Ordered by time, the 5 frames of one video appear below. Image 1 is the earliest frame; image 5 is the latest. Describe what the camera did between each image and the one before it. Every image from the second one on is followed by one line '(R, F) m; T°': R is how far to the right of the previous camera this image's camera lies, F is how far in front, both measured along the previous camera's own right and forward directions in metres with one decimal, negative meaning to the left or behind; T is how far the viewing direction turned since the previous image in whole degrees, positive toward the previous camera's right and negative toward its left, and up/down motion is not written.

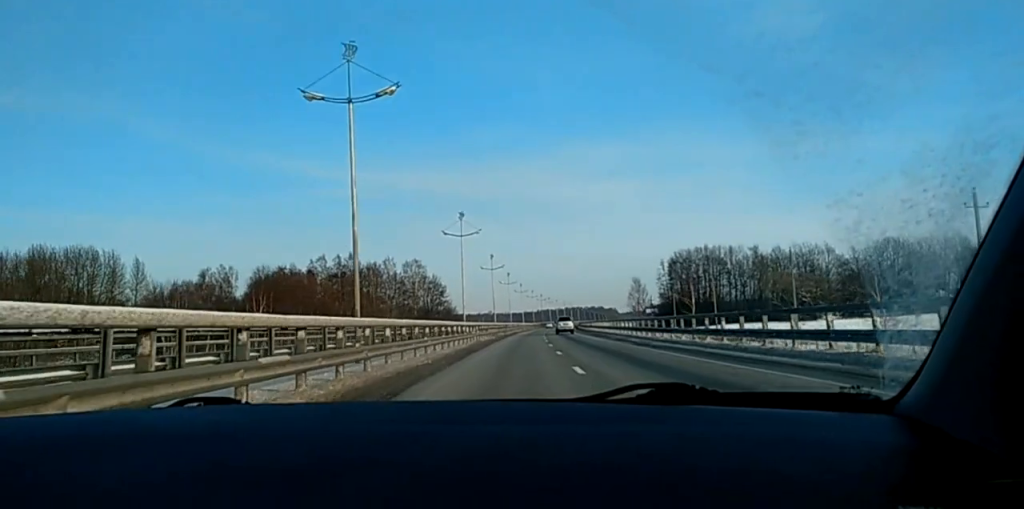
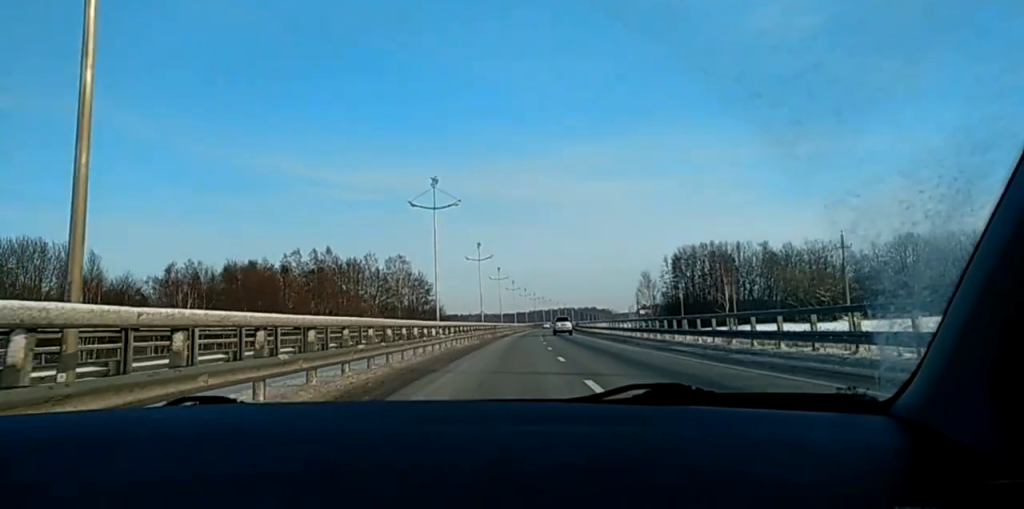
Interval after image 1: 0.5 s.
(0.0, +16.2) m; +1°
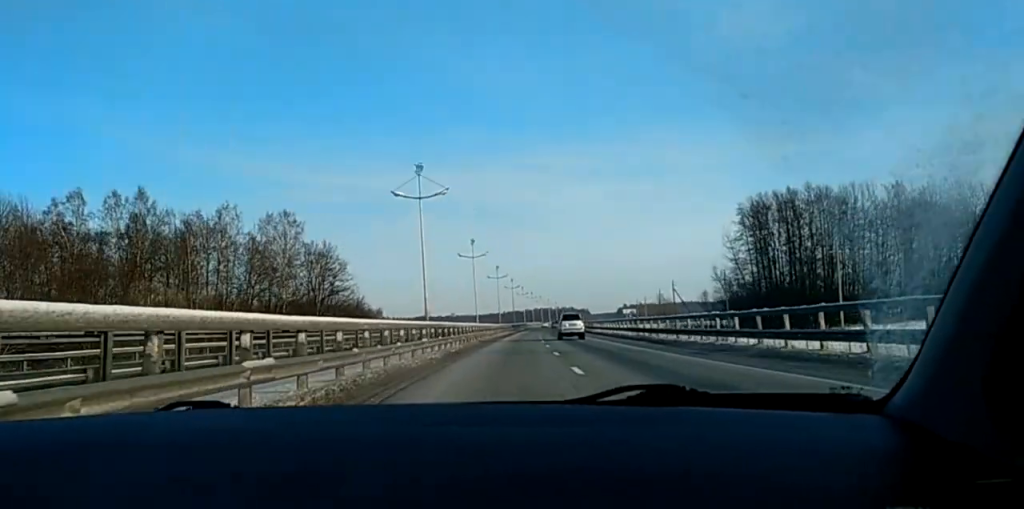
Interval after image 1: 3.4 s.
(+2.7, +90.7) m; +2°
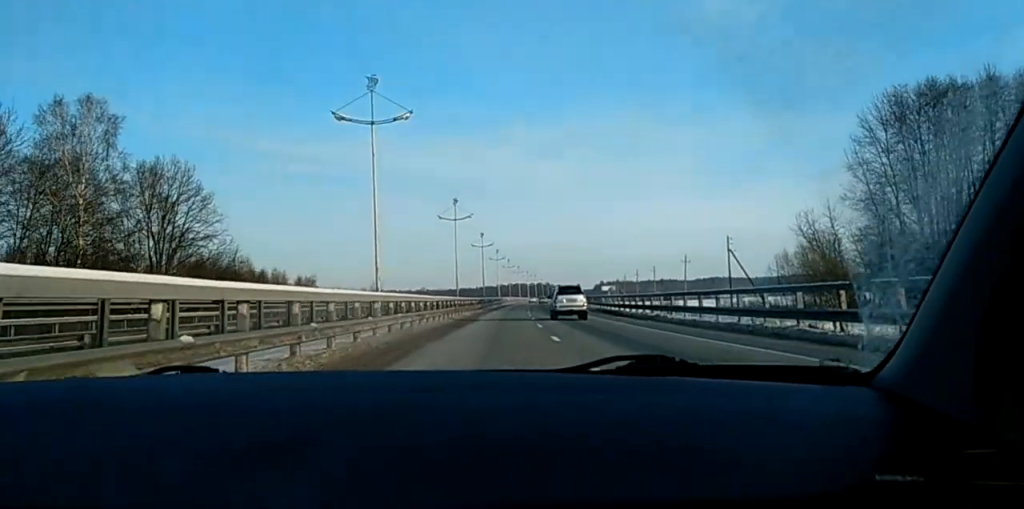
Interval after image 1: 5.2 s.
(+1.3, +55.5) m; +2°
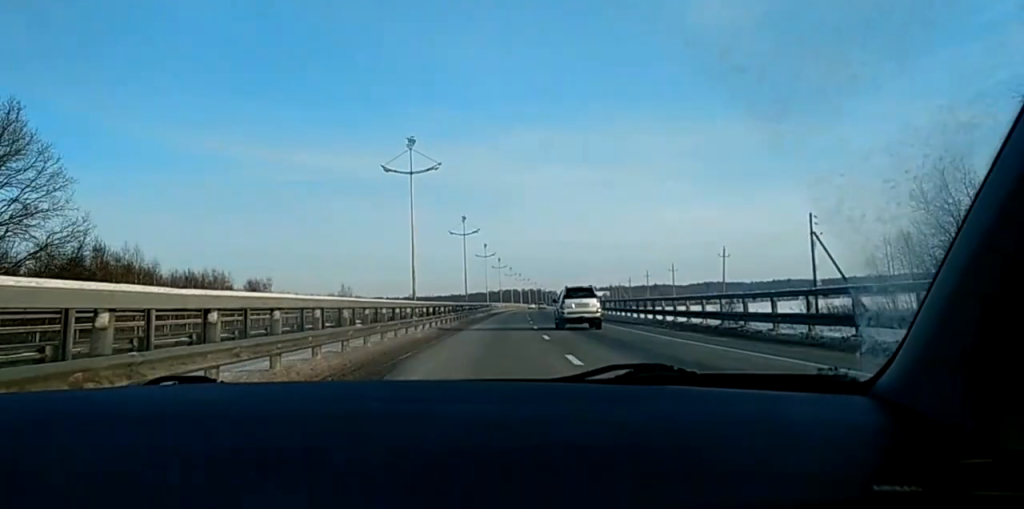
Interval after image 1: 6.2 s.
(-0.3, +30.5) m; -1°
